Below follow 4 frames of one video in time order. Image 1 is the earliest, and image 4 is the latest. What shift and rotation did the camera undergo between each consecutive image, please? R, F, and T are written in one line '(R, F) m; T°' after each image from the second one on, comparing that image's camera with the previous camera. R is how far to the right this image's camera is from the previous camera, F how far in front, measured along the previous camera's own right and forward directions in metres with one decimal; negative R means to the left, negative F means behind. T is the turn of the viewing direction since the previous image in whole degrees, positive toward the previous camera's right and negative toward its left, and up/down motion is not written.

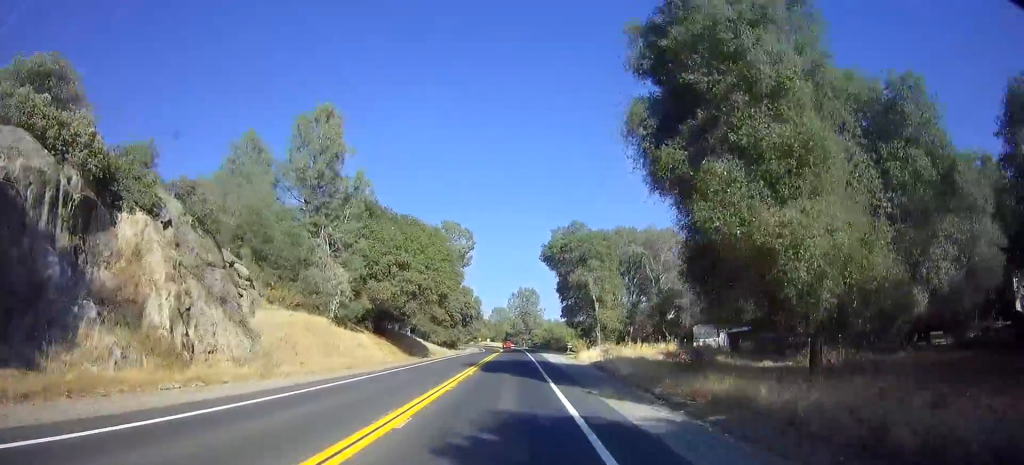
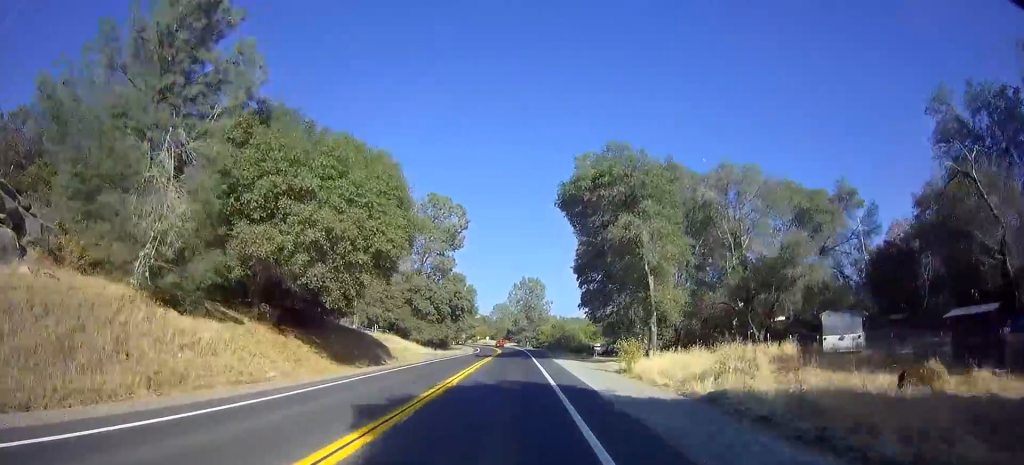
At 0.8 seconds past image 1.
(-0.2, +21.6) m; 0°
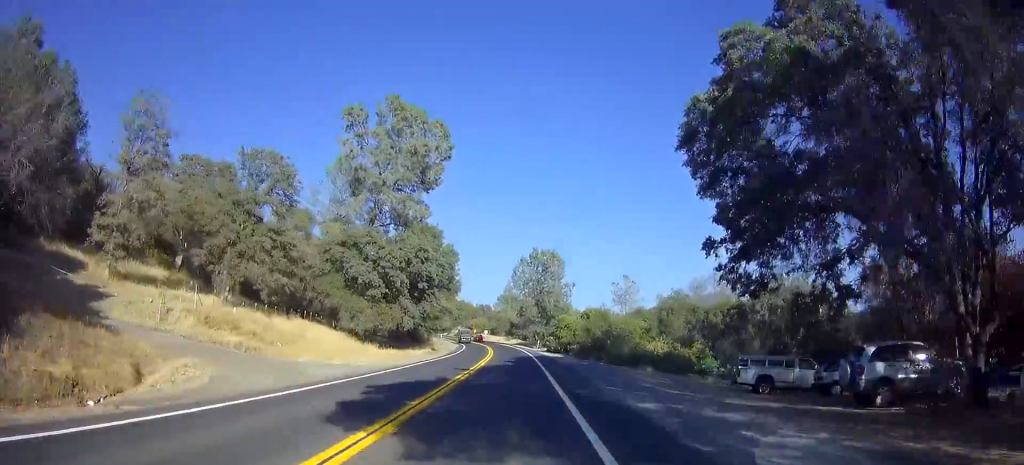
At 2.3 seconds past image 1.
(+0.7, +38.7) m; +1°
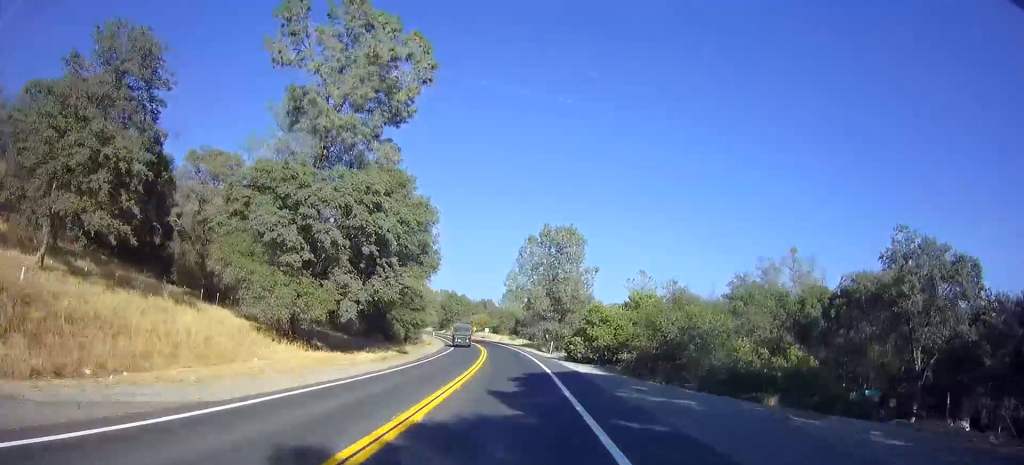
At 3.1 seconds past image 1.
(0.0, +20.6) m; -3°
